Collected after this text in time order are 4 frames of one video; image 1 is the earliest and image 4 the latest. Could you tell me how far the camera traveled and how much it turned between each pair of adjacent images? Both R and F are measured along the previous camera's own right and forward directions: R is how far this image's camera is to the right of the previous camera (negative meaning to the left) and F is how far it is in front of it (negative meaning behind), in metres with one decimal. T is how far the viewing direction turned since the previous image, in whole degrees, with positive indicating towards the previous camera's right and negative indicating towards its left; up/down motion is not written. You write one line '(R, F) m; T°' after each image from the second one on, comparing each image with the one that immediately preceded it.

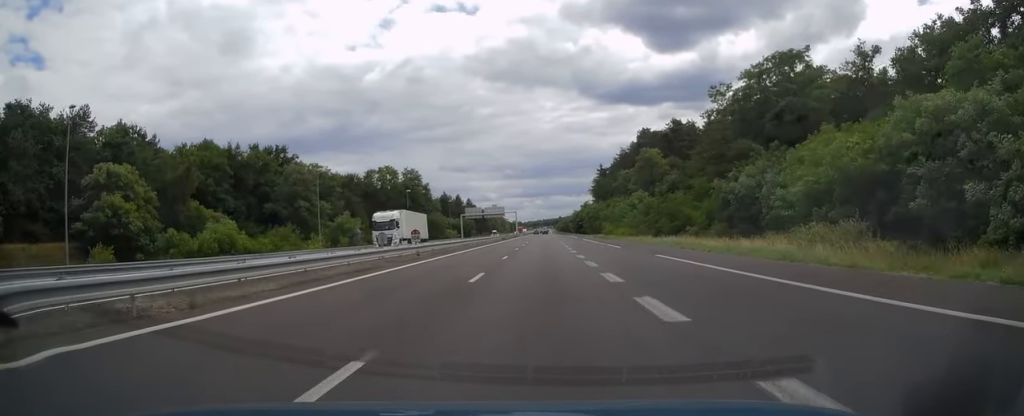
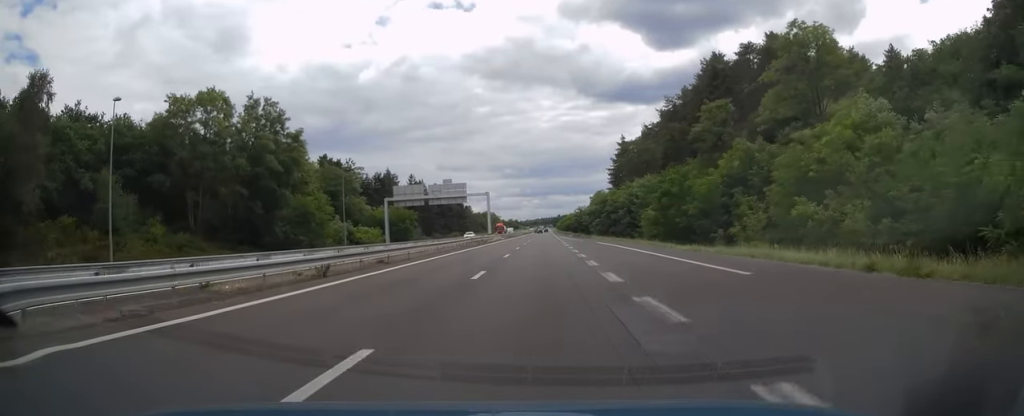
(+0.3, +78.8) m; 0°
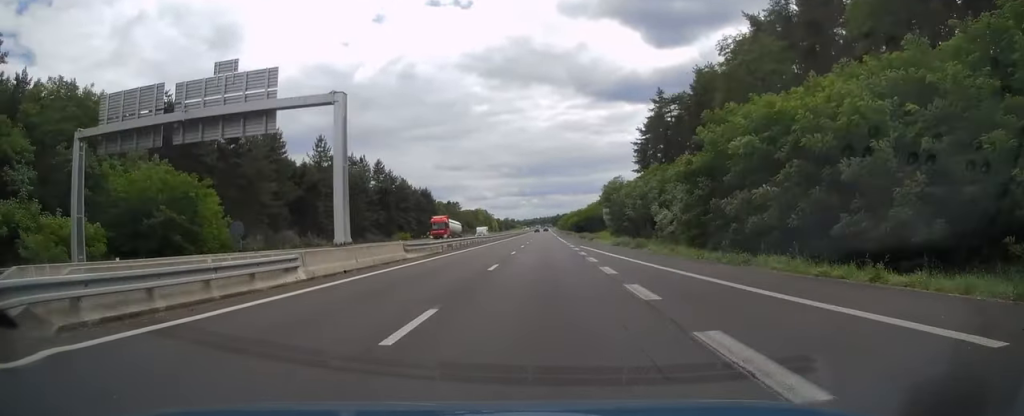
(+0.1, +62.9) m; 0°
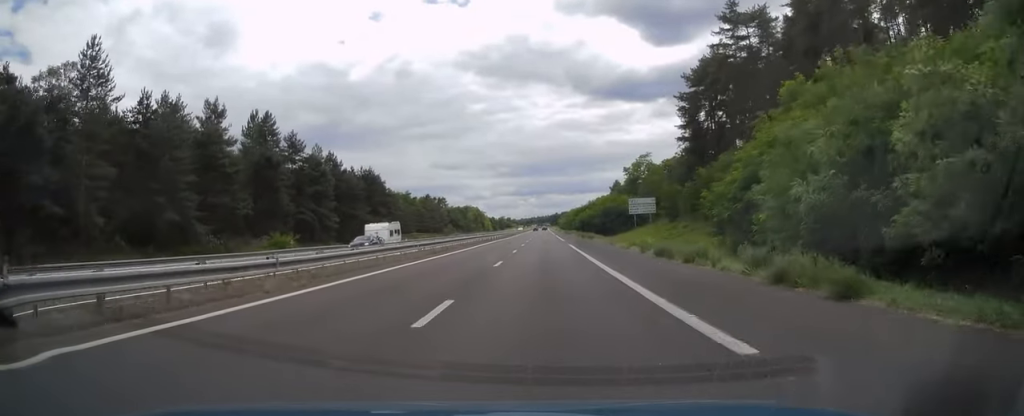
(+0.2, +51.5) m; 0°
